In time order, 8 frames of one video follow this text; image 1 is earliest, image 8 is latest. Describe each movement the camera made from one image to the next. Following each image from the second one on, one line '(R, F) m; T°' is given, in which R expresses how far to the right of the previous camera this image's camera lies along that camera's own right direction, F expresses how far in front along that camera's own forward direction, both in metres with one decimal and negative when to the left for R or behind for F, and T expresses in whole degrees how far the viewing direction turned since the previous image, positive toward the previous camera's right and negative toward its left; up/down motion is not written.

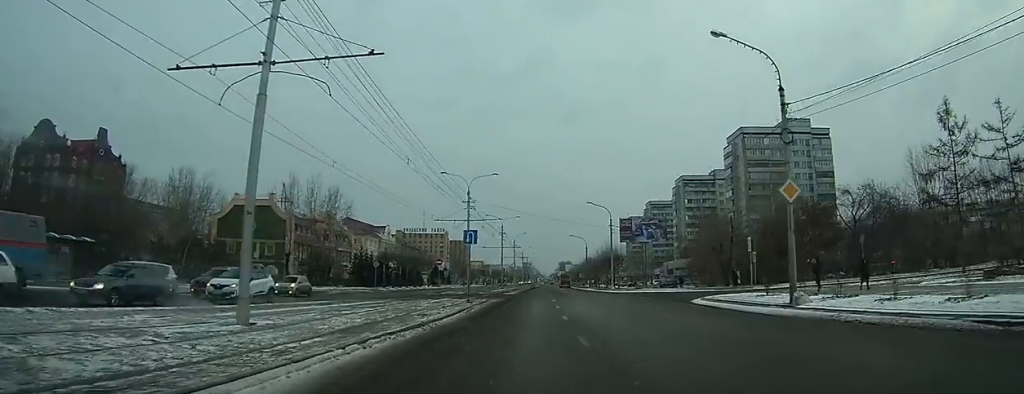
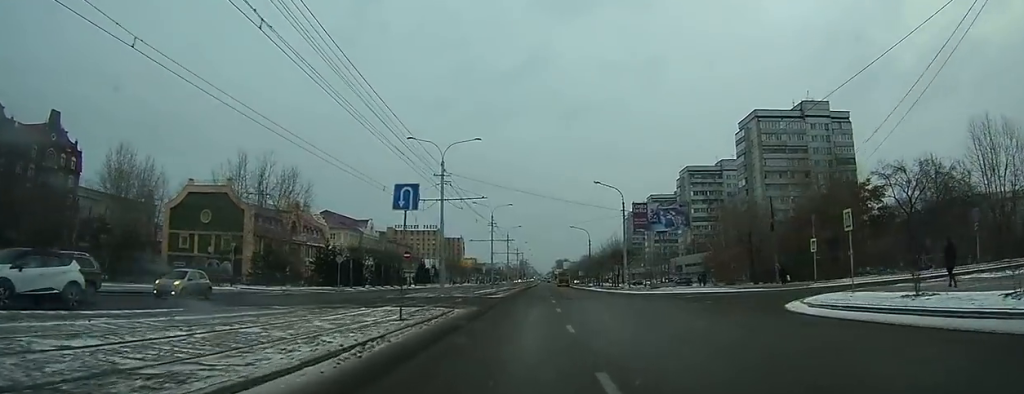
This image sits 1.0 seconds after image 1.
(+0.2, +14.1) m; +1°
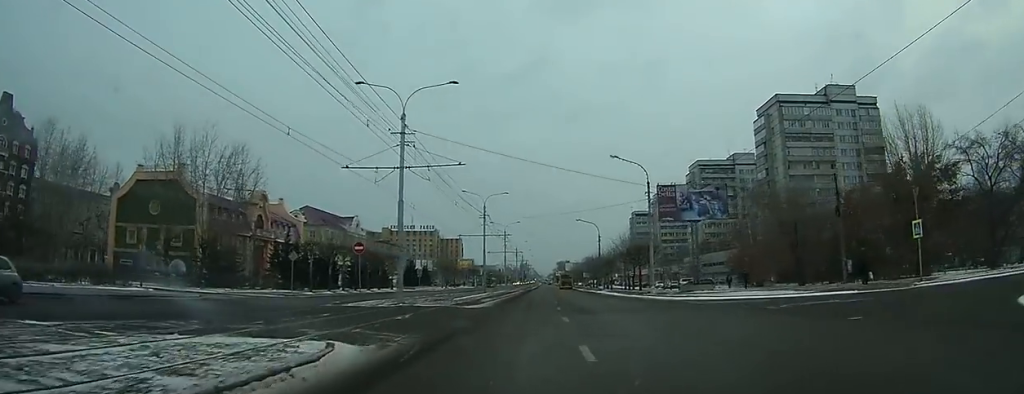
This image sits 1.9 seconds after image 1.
(0.0, +13.5) m; 0°
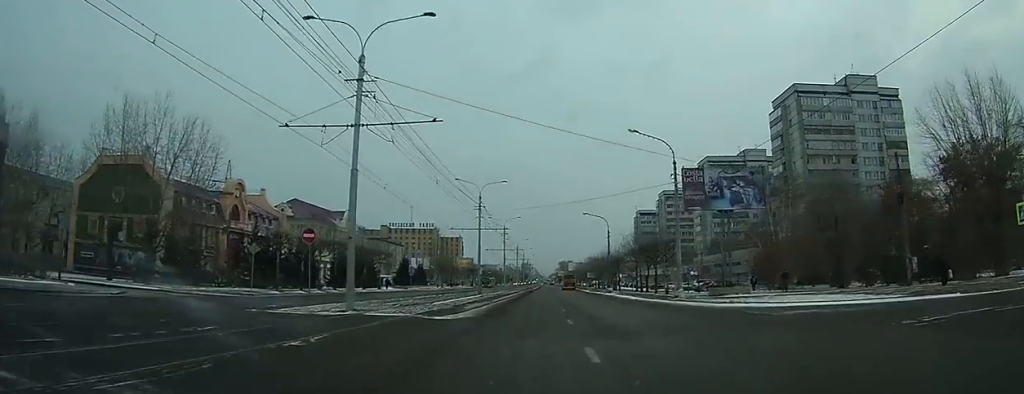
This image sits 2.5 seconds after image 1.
(0.0, +8.3) m; 0°
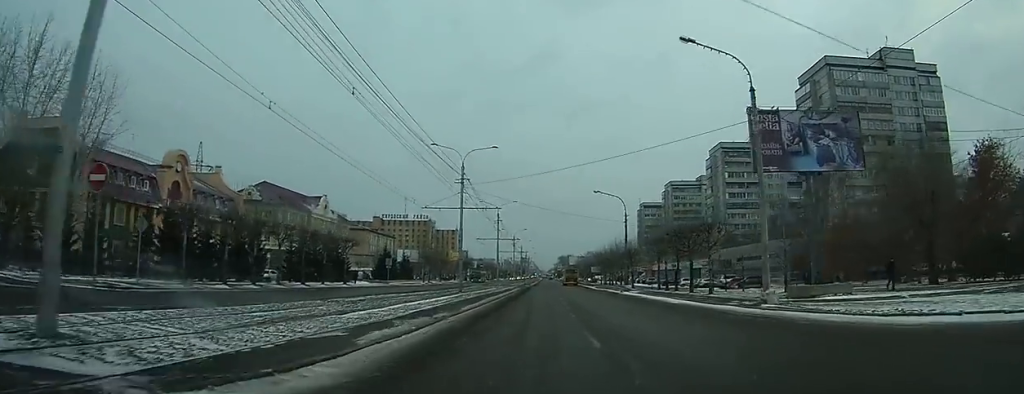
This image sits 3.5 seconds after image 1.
(0.0, +14.4) m; 0°
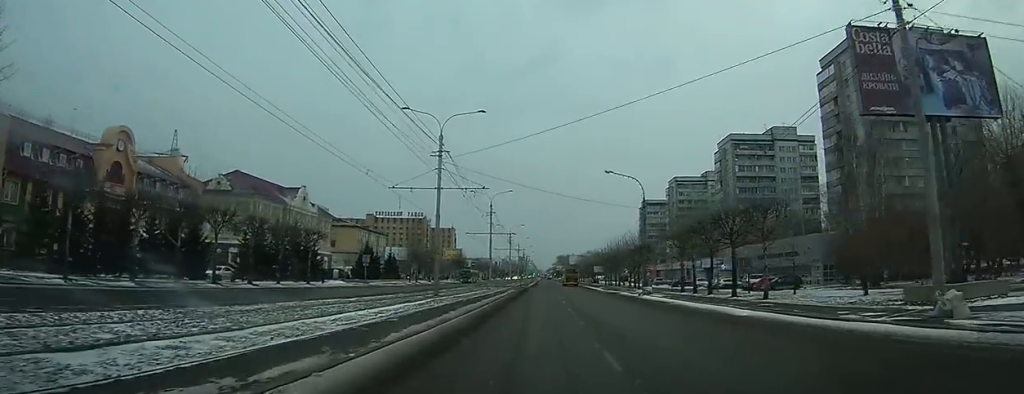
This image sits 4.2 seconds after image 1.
(-0.1, +10.5) m; 0°
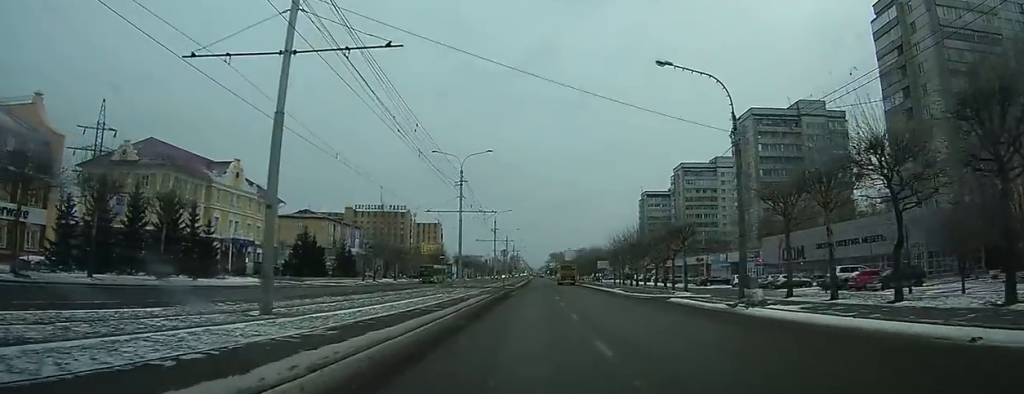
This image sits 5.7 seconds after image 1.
(+0.3, +22.9) m; +1°
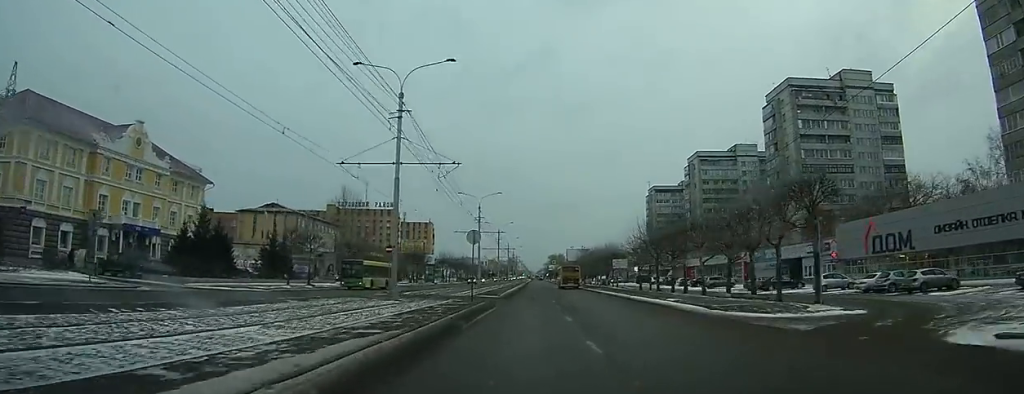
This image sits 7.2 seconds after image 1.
(+0.2, +23.7) m; 0°
